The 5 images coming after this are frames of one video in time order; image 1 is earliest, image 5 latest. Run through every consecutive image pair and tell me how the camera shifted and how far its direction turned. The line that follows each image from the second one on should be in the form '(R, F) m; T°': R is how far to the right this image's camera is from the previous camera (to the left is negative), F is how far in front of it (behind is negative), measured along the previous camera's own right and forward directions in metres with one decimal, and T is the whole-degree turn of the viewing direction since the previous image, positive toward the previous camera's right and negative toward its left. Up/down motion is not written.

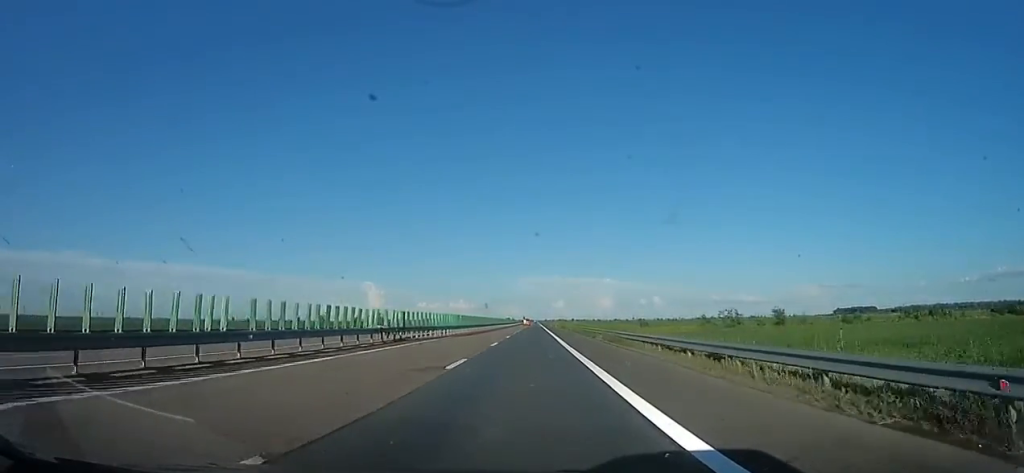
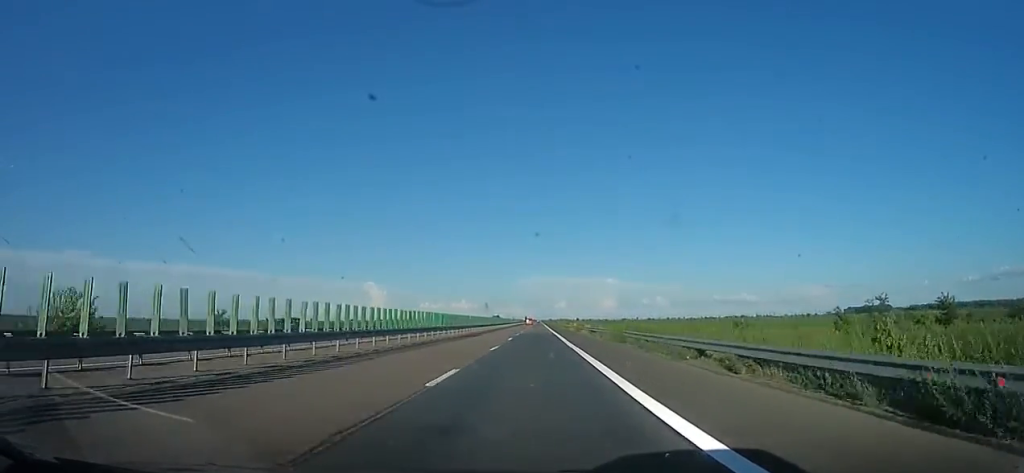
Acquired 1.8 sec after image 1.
(0.0, +62.0) m; 0°
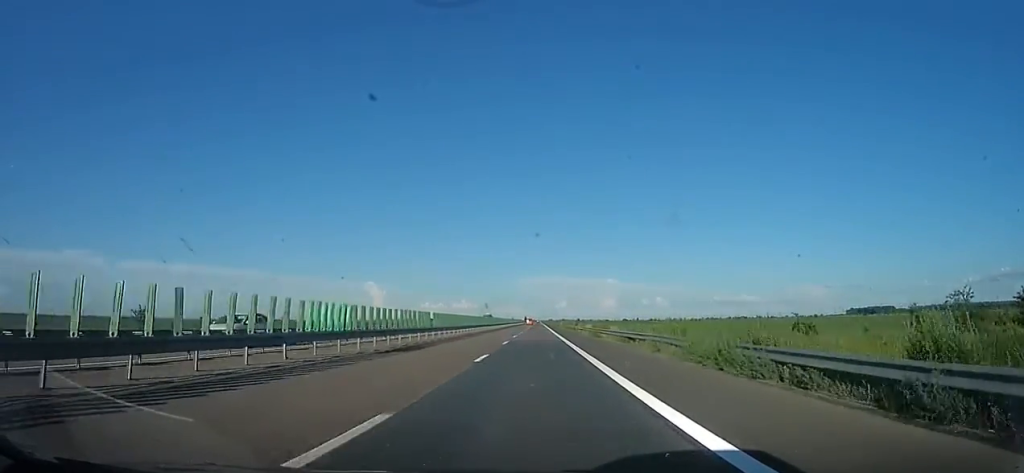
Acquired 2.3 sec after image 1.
(0.0, +17.2) m; 0°
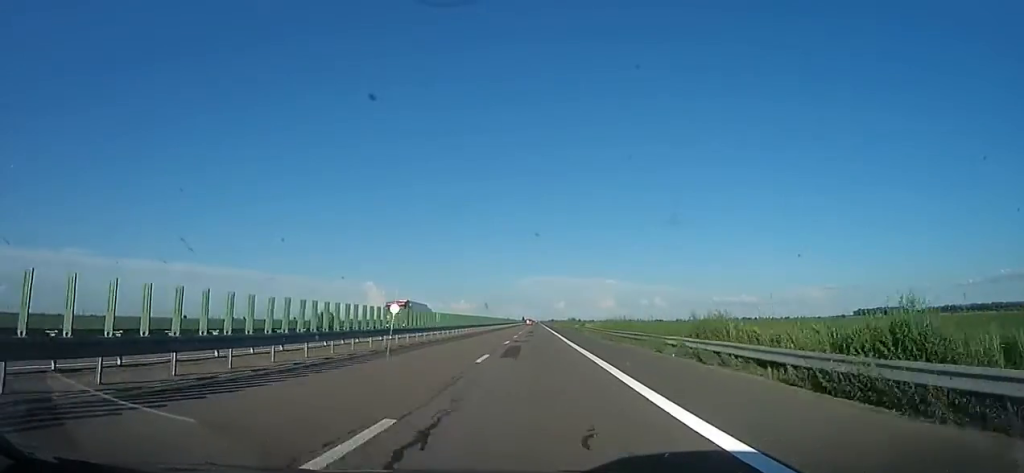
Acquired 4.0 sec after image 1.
(0.0, +62.2) m; 0°
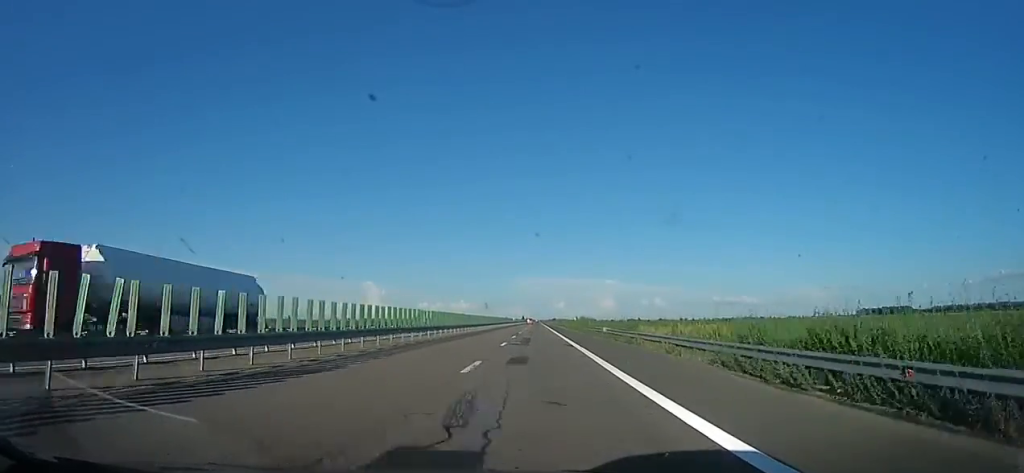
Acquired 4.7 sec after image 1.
(0.0, +27.6) m; 0°
